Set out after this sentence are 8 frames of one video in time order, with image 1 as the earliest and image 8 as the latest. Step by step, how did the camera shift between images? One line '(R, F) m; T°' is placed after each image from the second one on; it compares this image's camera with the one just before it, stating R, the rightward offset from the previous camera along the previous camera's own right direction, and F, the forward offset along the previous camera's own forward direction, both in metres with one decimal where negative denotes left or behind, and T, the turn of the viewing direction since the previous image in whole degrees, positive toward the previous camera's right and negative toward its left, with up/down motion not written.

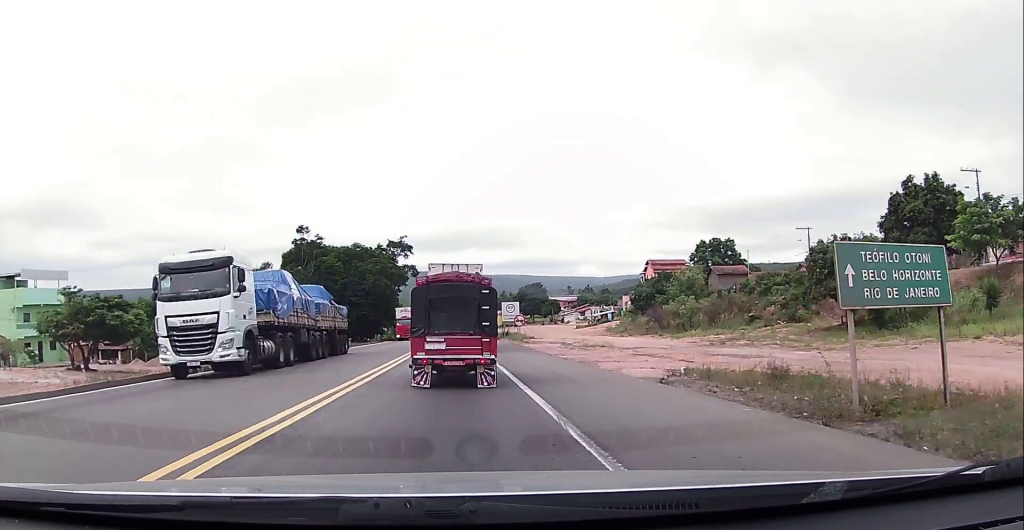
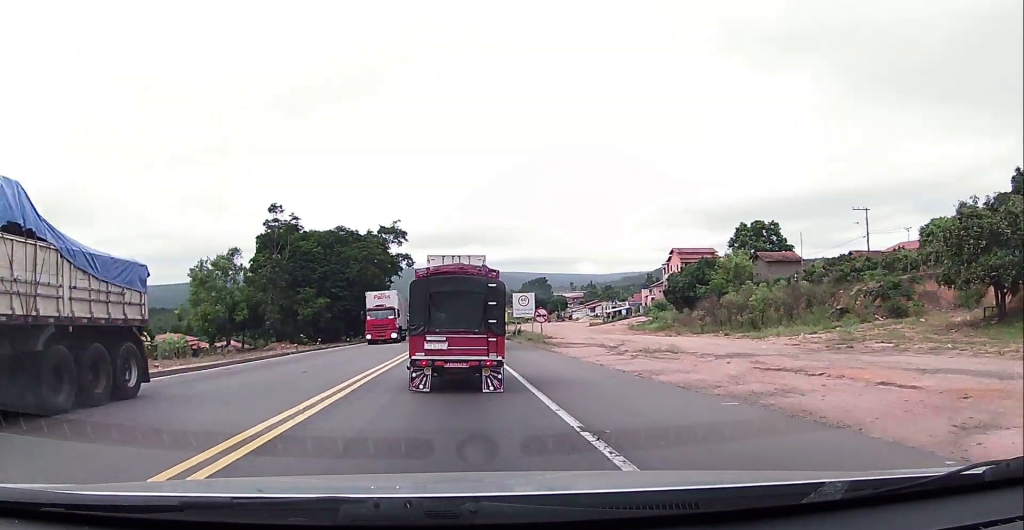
(-0.6, +14.4) m; -2°
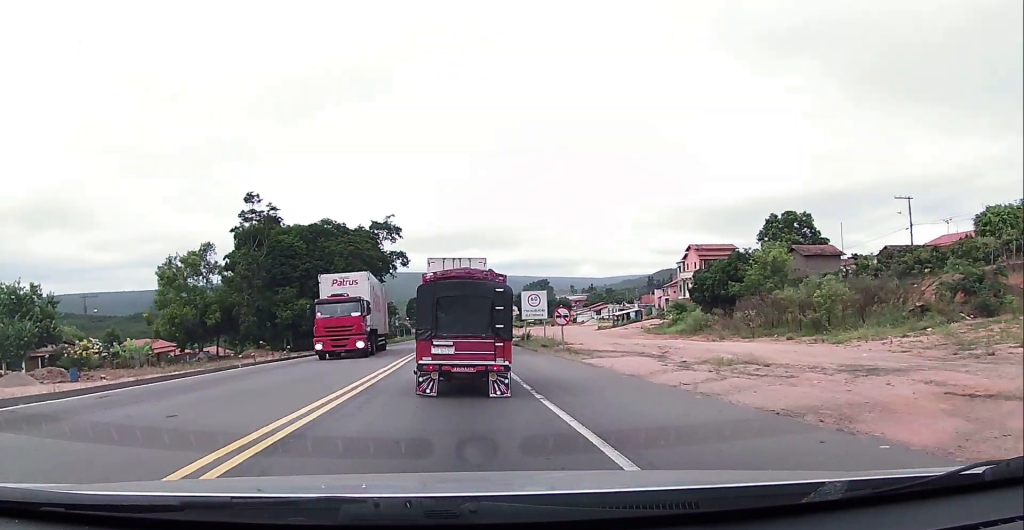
(0.0, +9.3) m; 0°
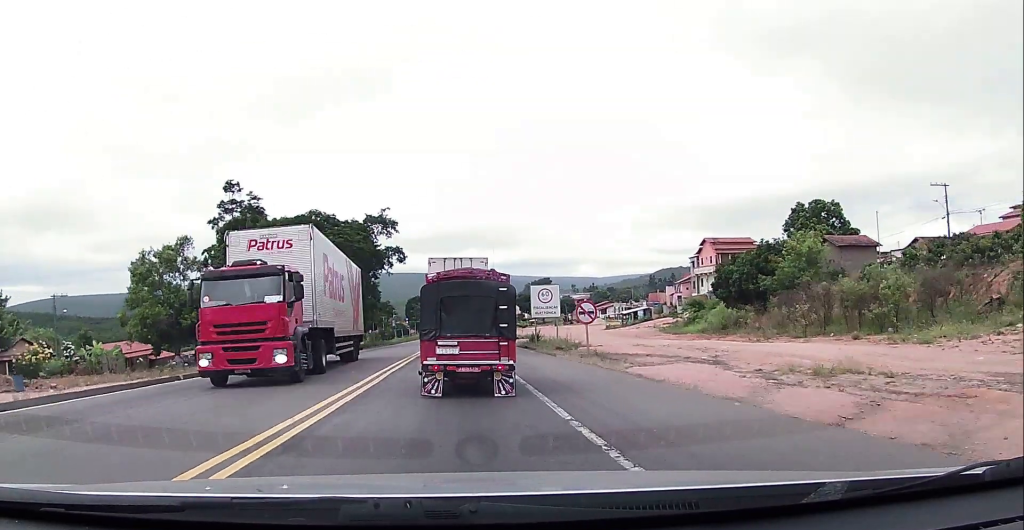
(-0.1, +6.6) m; +1°
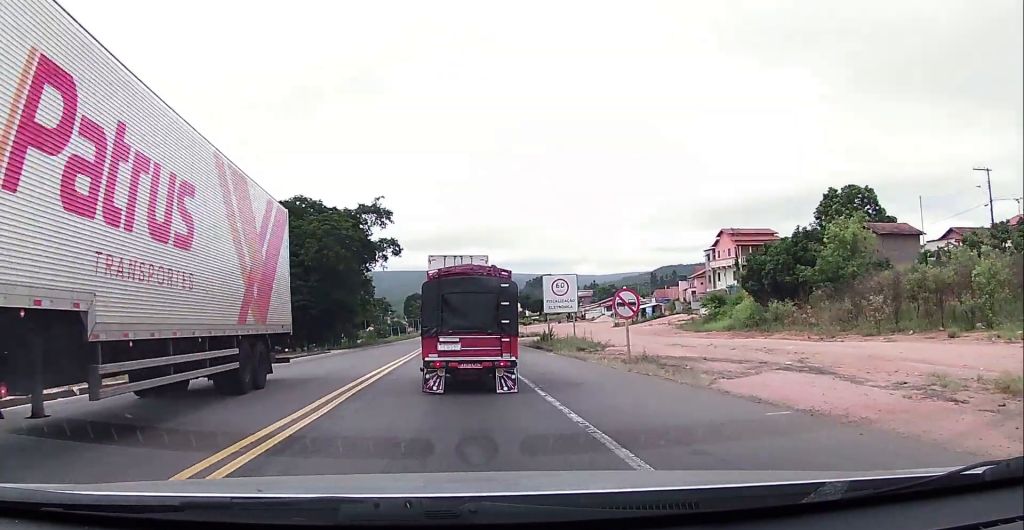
(+0.2, +6.7) m; +2°
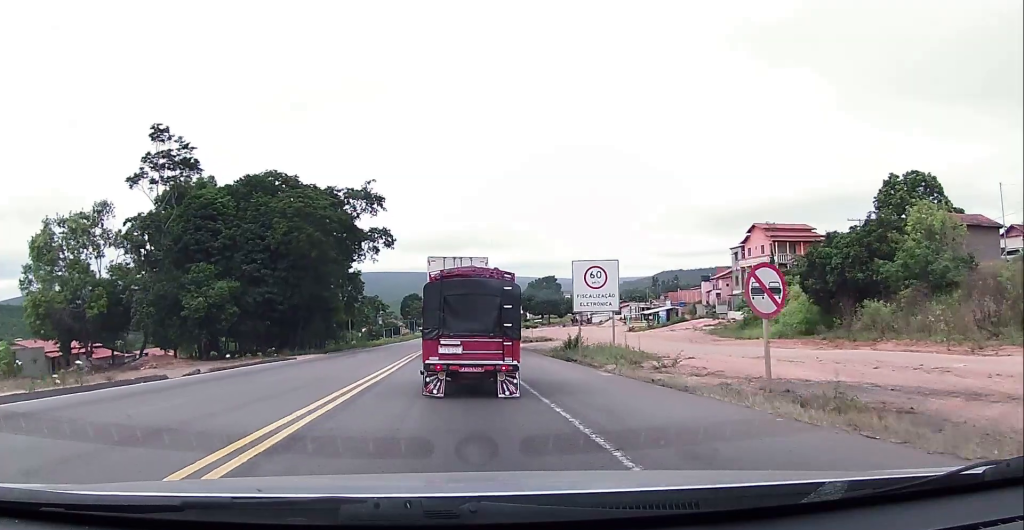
(+0.3, +10.0) m; -1°
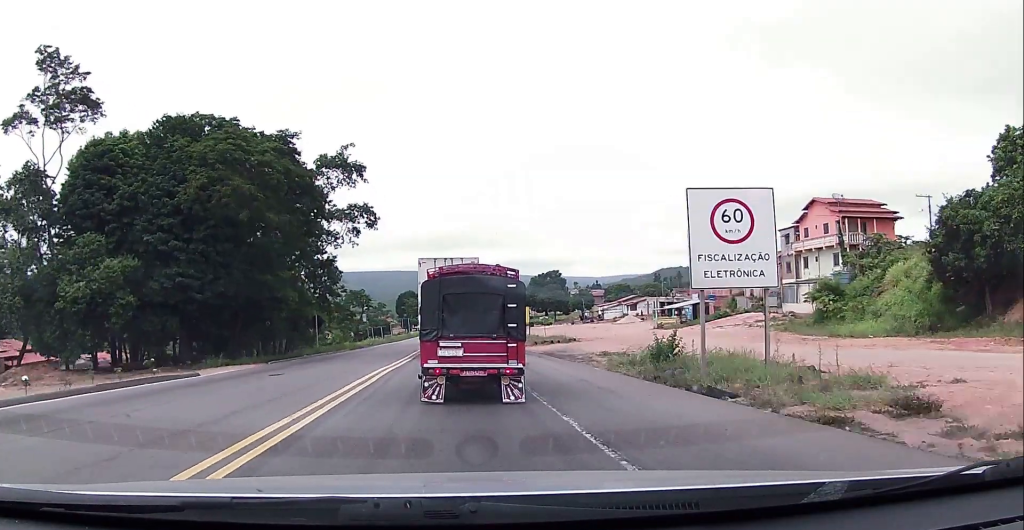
(-0.5, +14.8) m; -2°
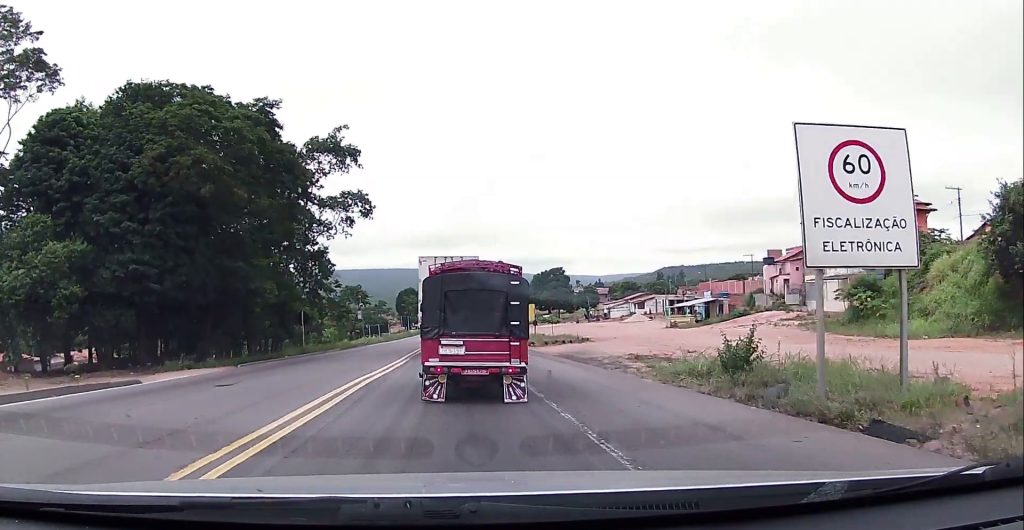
(+0.1, +5.0) m; 0°
